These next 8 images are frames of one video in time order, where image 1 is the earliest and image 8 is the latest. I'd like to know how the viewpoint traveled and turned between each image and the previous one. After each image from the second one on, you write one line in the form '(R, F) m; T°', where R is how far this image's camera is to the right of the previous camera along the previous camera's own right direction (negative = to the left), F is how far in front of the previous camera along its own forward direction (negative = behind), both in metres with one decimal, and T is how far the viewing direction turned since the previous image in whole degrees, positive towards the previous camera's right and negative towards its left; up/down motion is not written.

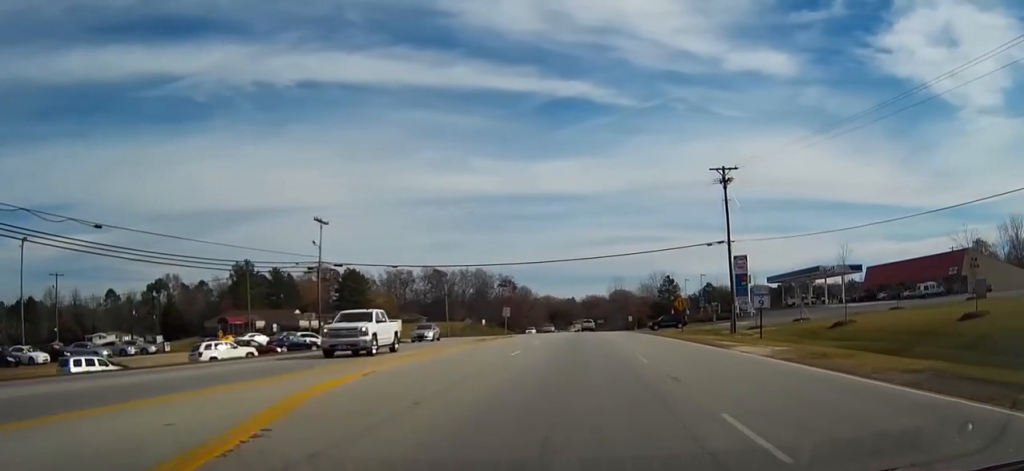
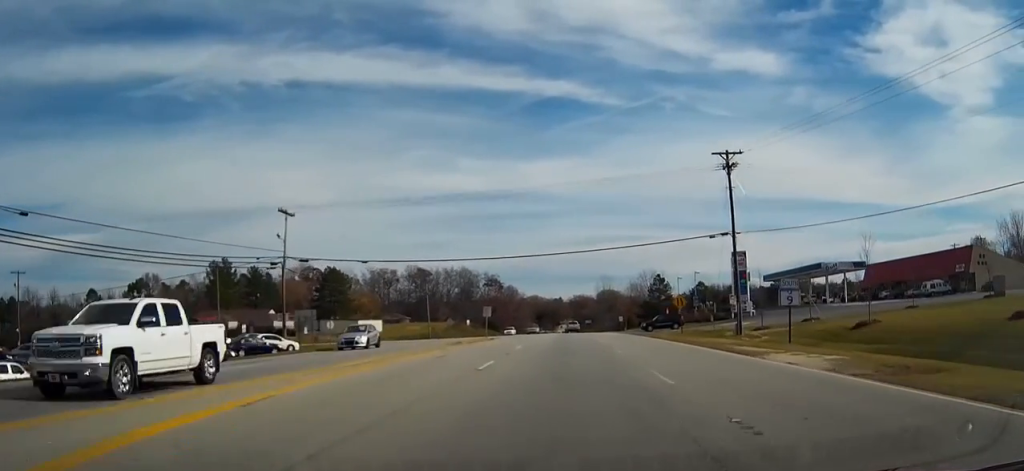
(0.0, +5.4) m; +1°
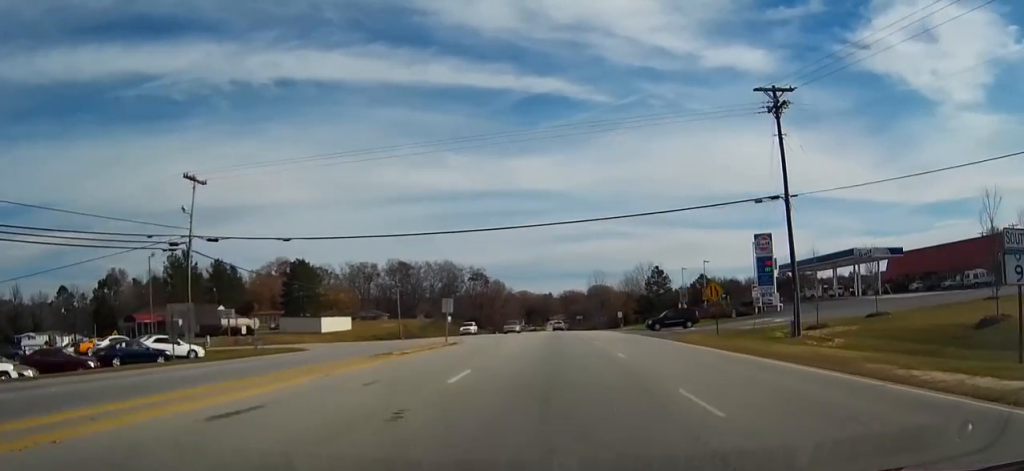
(+0.2, +13.4) m; +1°
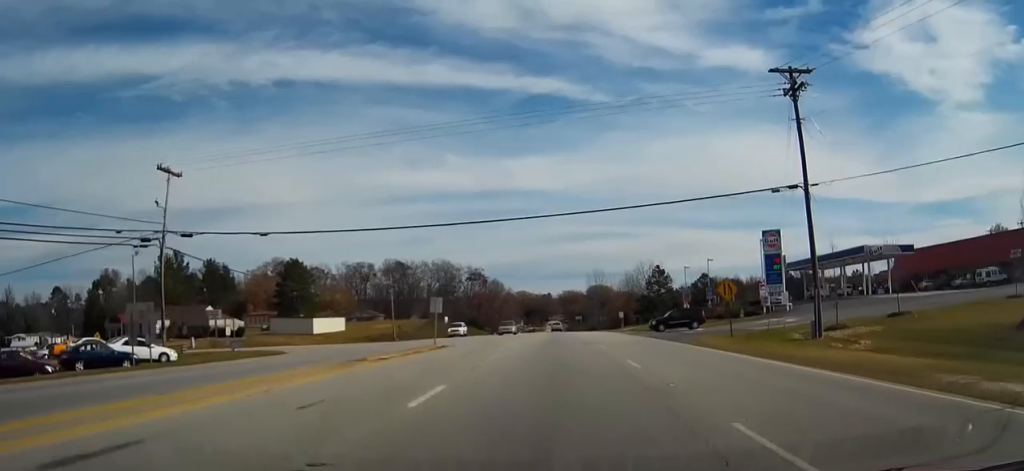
(0.0, +12.9) m; 0°
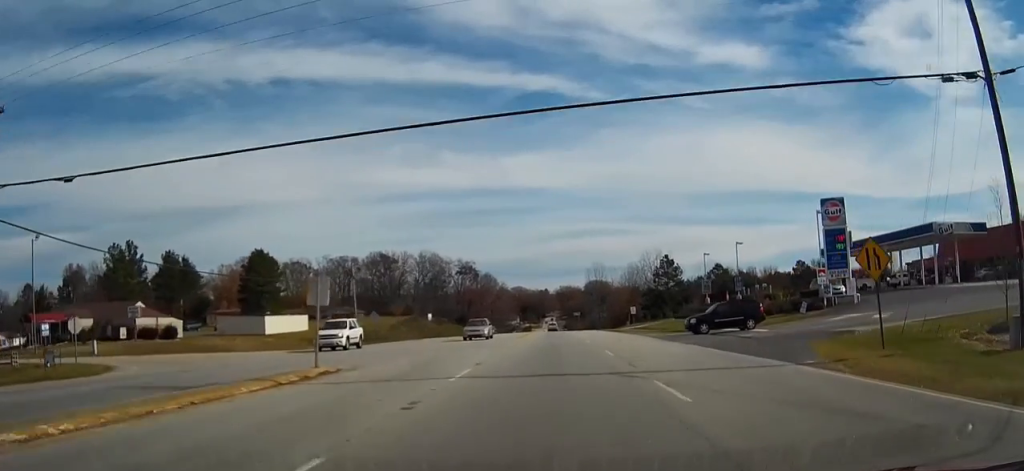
(-0.1, +13.8) m; -1°
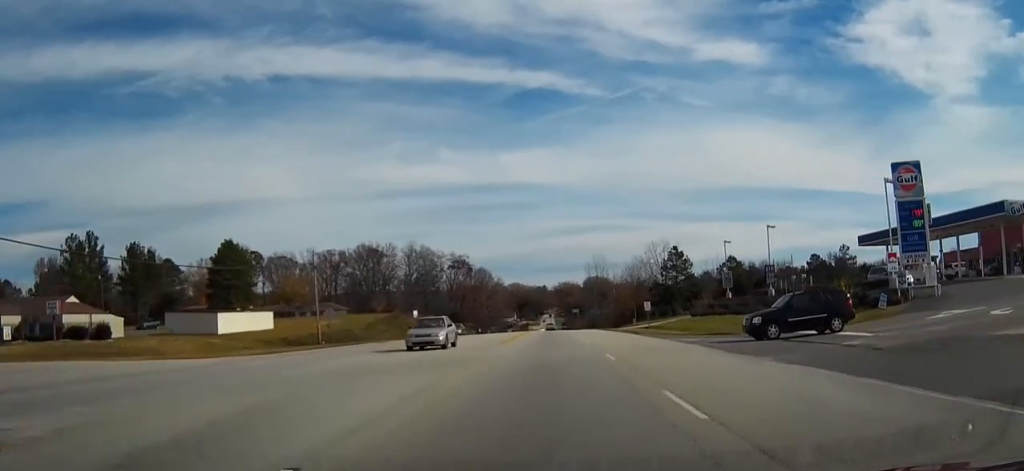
(0.0, +11.7) m; 0°
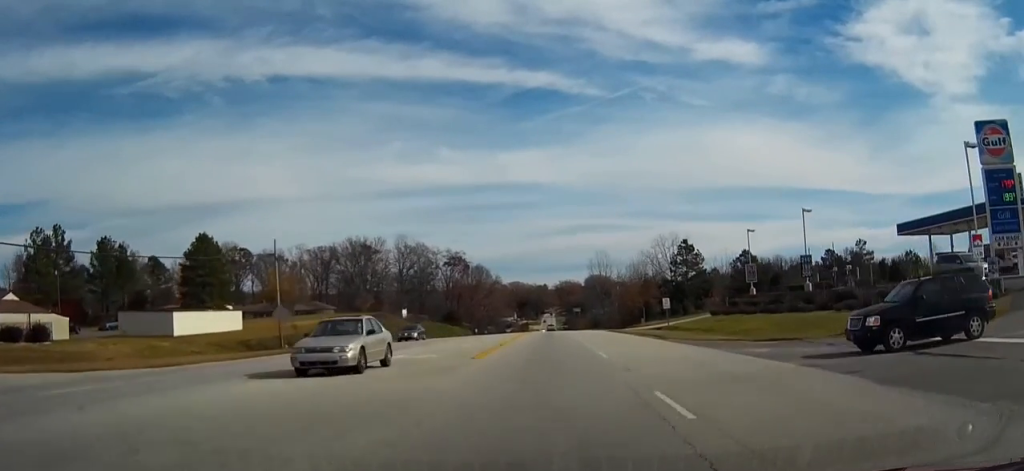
(0.0, +10.0) m; 0°
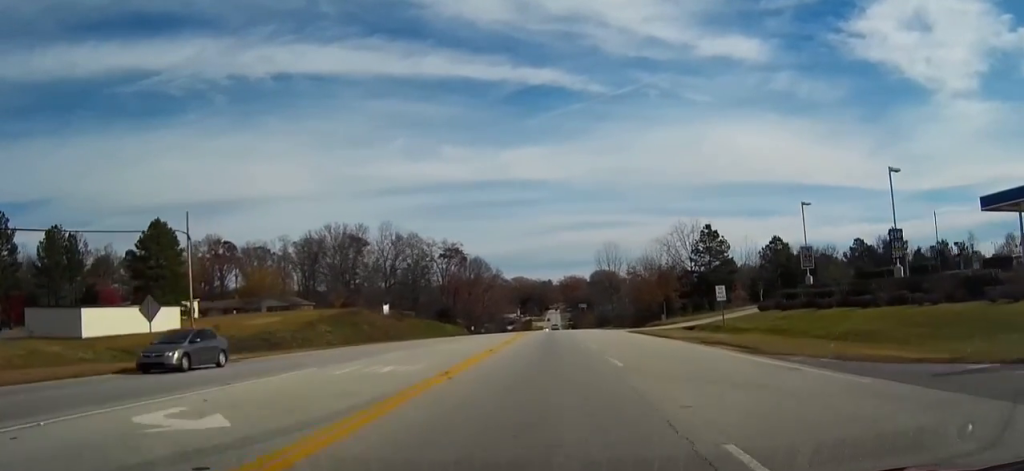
(-0.1, +16.6) m; 0°
